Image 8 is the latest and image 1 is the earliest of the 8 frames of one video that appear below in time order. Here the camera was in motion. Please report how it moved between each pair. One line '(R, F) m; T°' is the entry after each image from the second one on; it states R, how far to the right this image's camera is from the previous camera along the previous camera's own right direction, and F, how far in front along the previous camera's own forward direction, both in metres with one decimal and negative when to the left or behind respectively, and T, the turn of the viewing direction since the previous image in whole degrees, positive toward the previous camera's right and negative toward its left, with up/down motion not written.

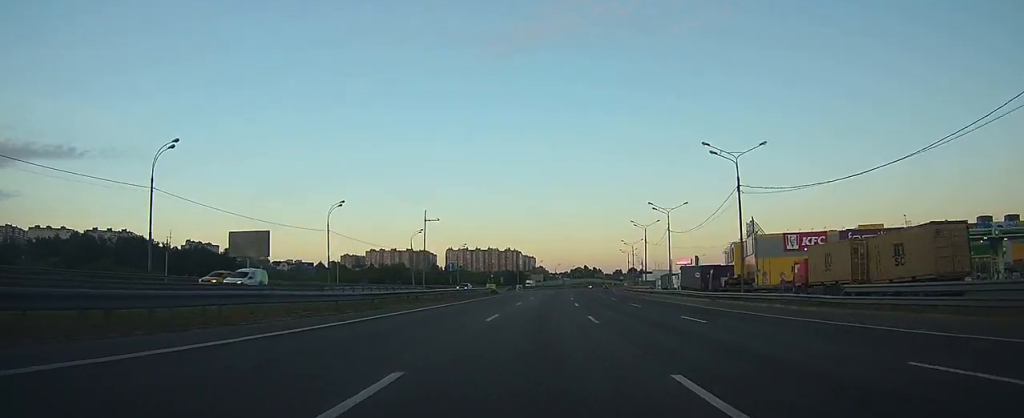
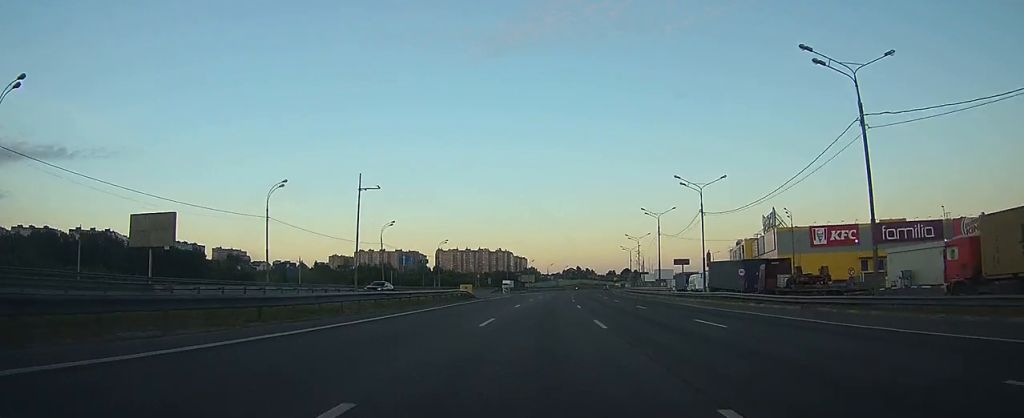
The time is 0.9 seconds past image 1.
(+0.2, +19.0) m; +1°
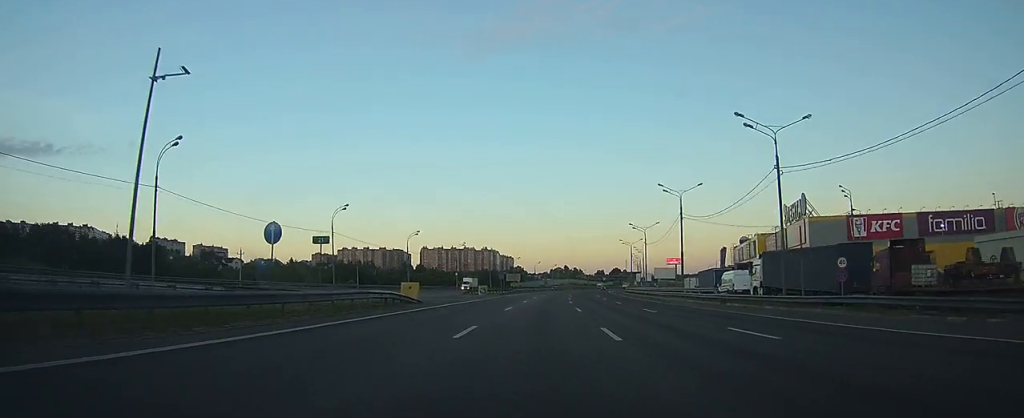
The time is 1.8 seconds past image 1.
(+0.2, +21.1) m; +1°
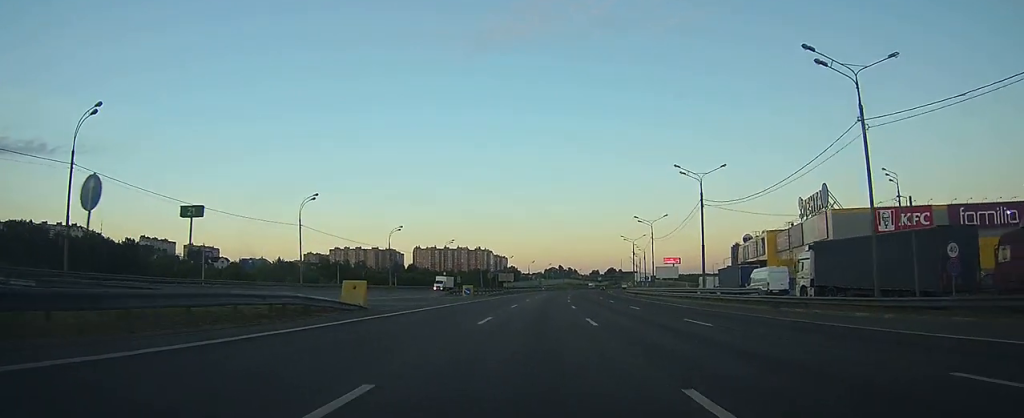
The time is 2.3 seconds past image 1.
(+0.1, +10.9) m; +1°
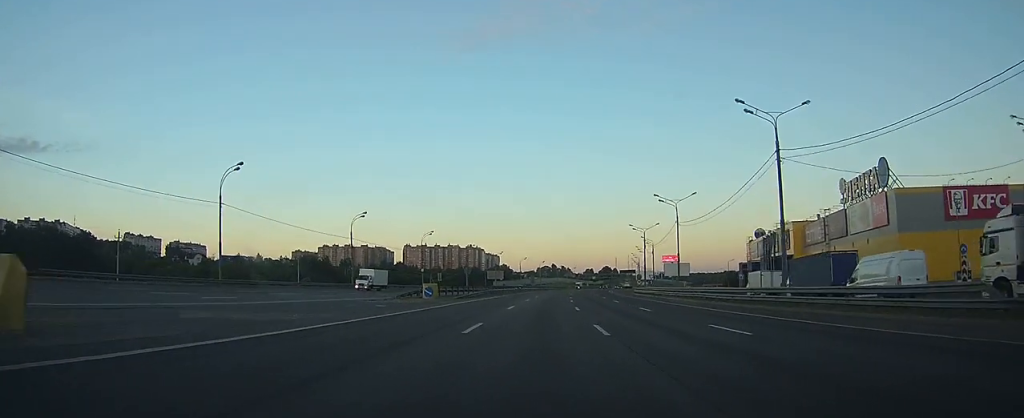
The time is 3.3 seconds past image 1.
(+0.2, +20.2) m; +1°
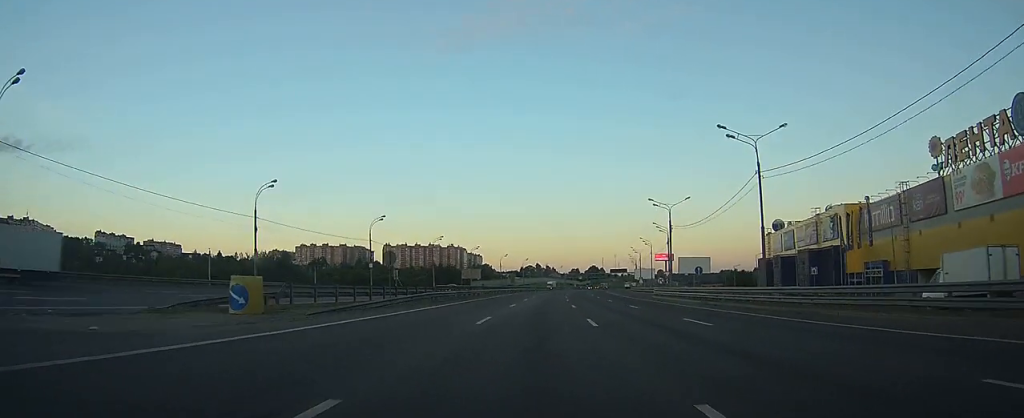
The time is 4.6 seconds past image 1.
(+0.2, +29.6) m; +1°
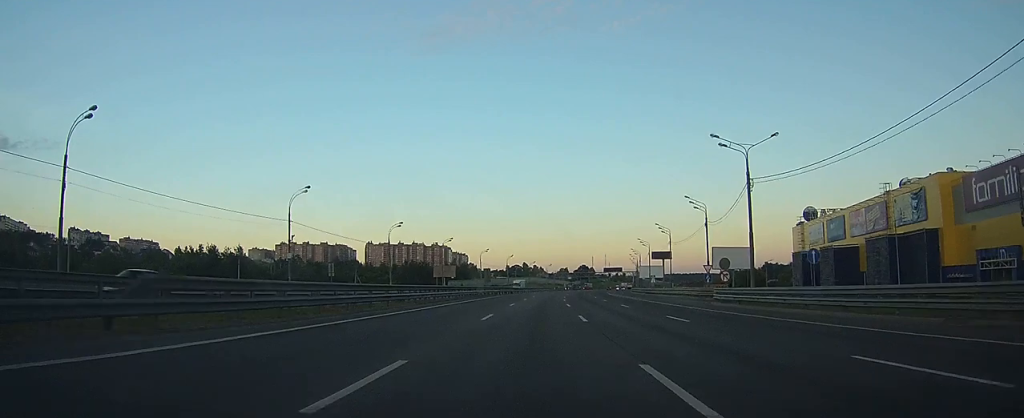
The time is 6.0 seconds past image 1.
(+0.3, +29.6) m; +1°
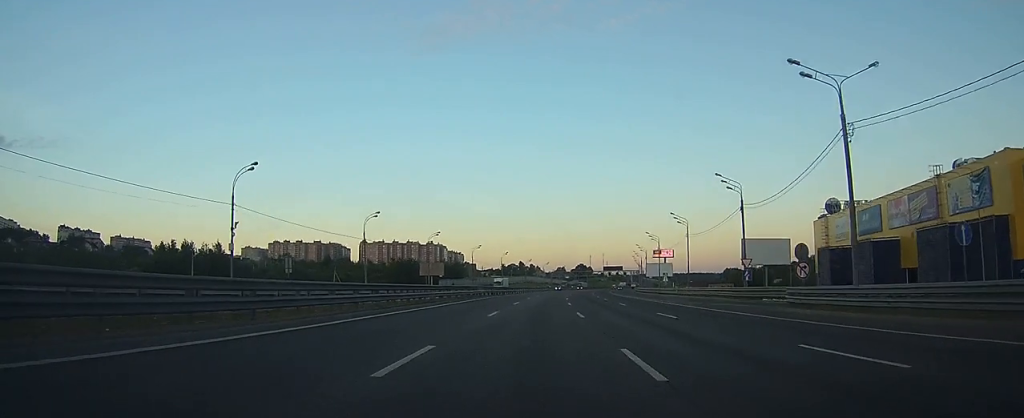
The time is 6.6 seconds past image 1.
(0.0, +13.7) m; 0°
